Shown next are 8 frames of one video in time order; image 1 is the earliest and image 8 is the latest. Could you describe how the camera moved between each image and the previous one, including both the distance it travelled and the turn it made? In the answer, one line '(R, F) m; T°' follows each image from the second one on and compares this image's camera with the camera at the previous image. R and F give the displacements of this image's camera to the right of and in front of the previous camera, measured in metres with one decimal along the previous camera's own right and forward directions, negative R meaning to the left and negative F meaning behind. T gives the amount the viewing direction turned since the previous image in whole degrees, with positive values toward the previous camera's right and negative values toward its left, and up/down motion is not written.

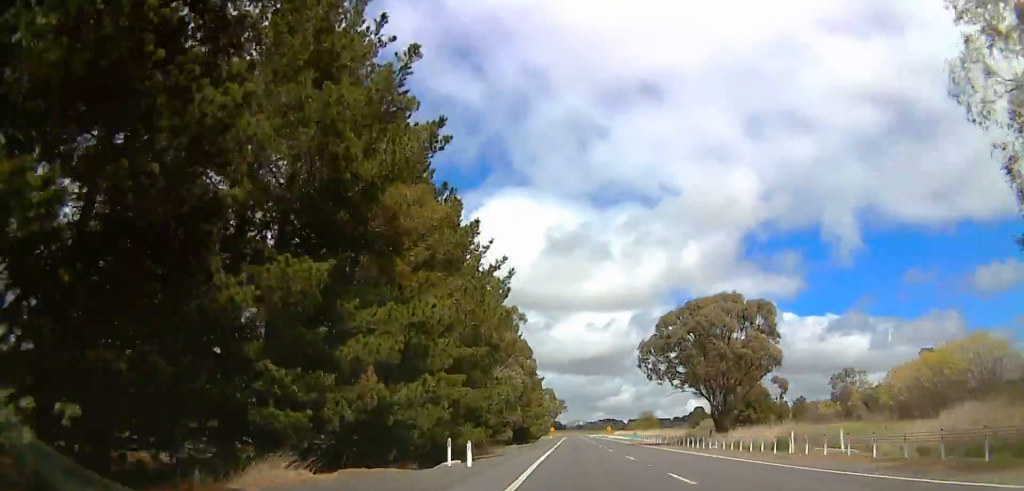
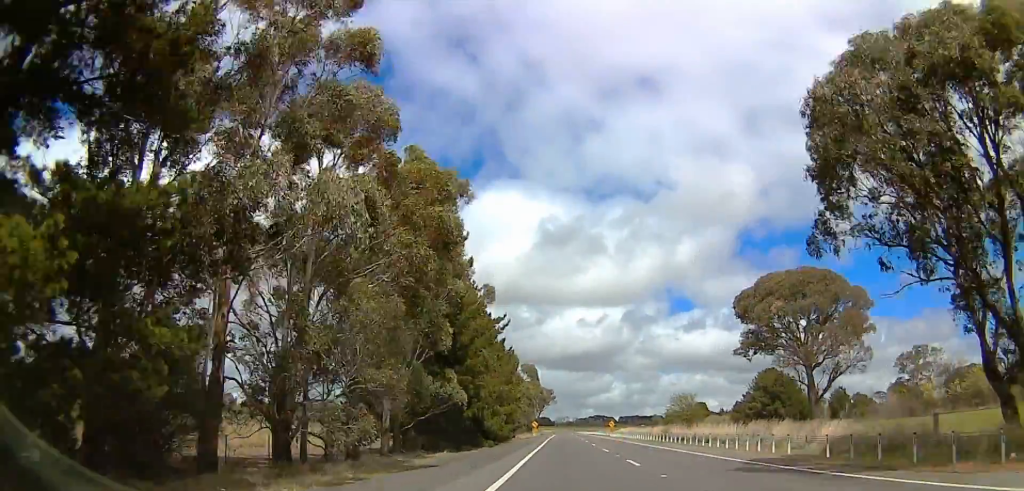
(0.0, +41.4) m; 0°
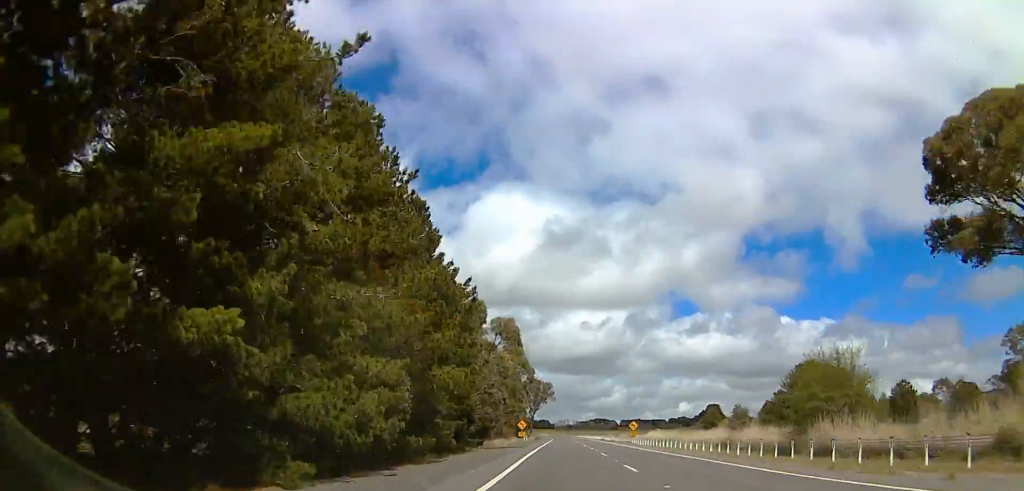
(0.0, +37.0) m; 0°
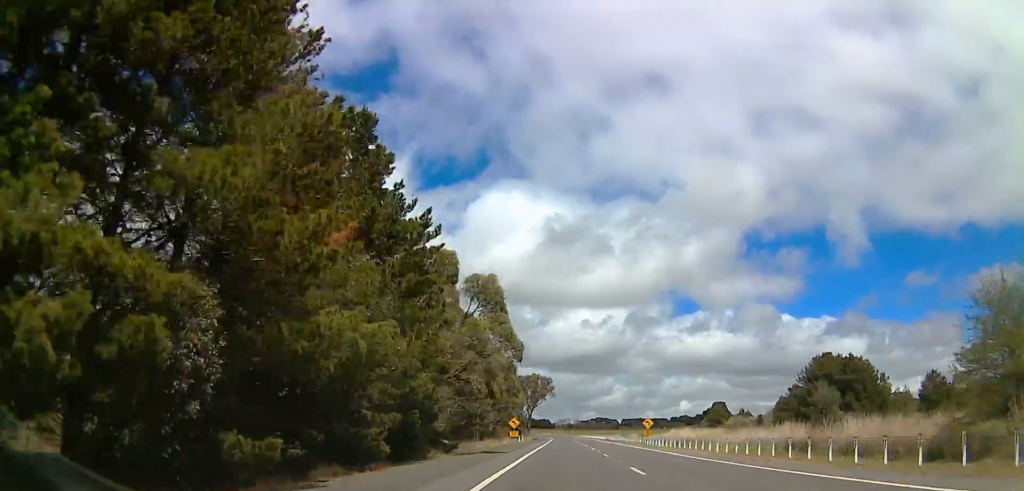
(0.0, +13.8) m; 0°
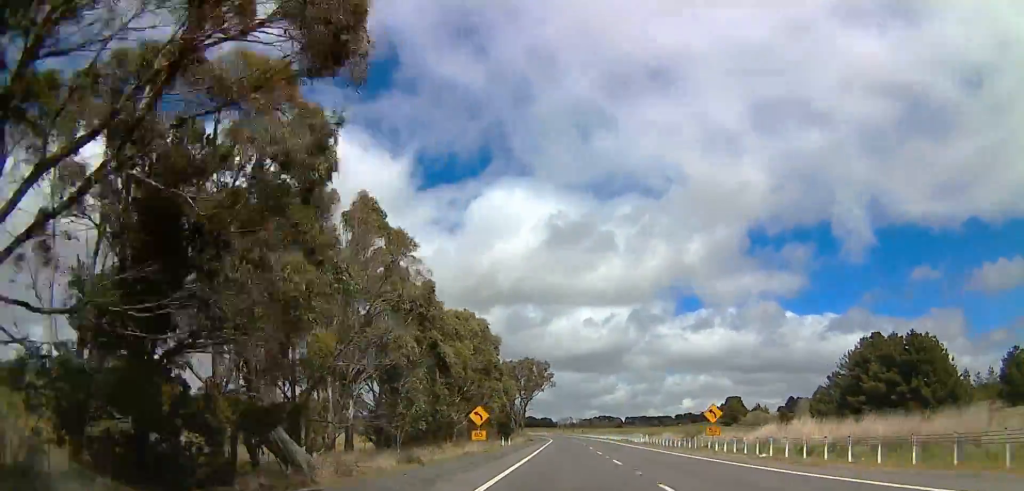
(0.0, +29.5) m; 0°
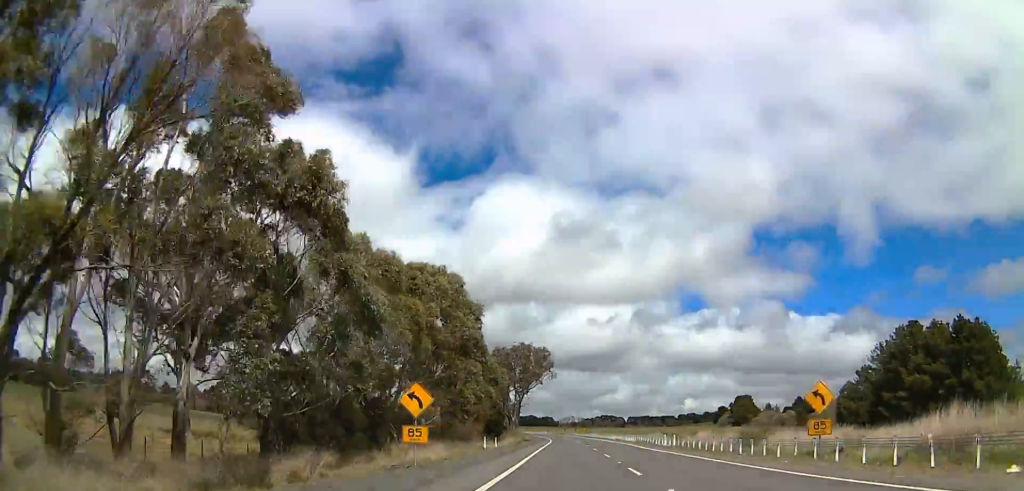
(0.0, +16.8) m; 0°
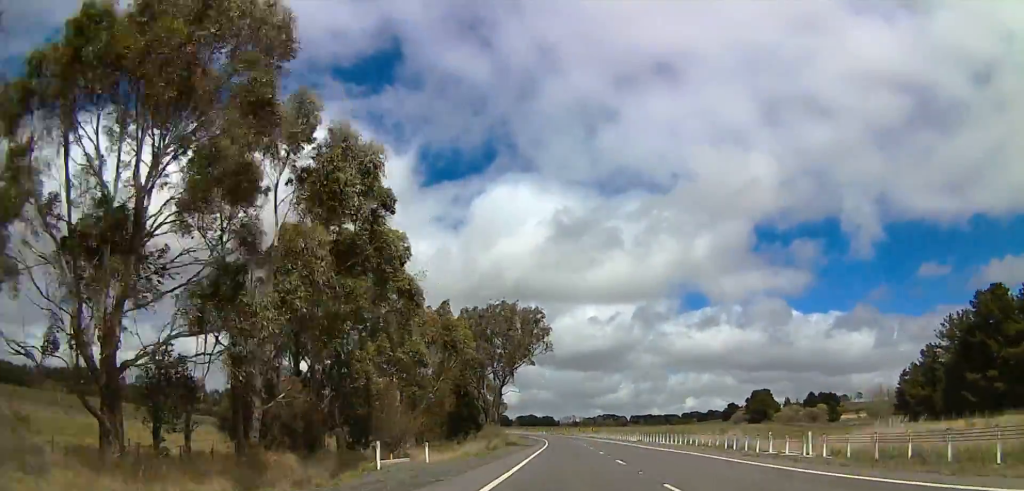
(0.0, +30.4) m; 0°
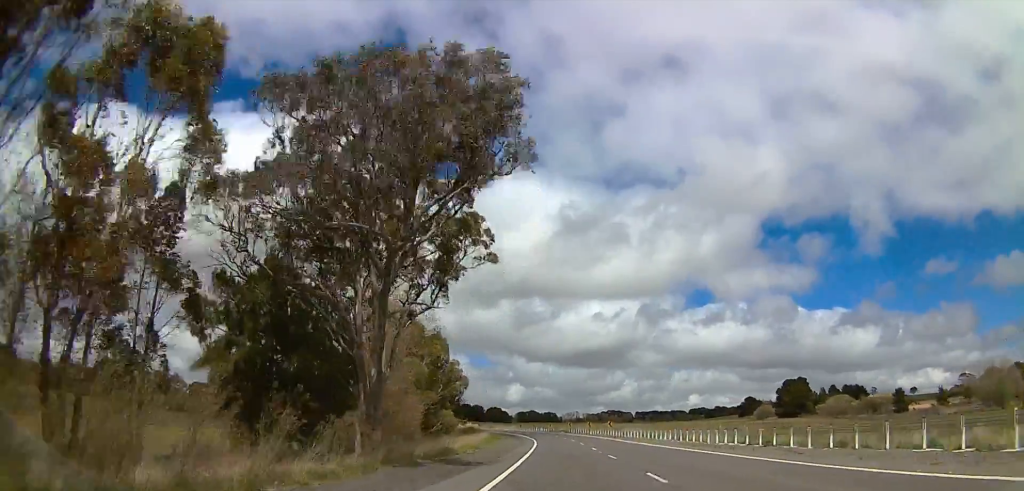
(0.0, +44.1) m; 0°
